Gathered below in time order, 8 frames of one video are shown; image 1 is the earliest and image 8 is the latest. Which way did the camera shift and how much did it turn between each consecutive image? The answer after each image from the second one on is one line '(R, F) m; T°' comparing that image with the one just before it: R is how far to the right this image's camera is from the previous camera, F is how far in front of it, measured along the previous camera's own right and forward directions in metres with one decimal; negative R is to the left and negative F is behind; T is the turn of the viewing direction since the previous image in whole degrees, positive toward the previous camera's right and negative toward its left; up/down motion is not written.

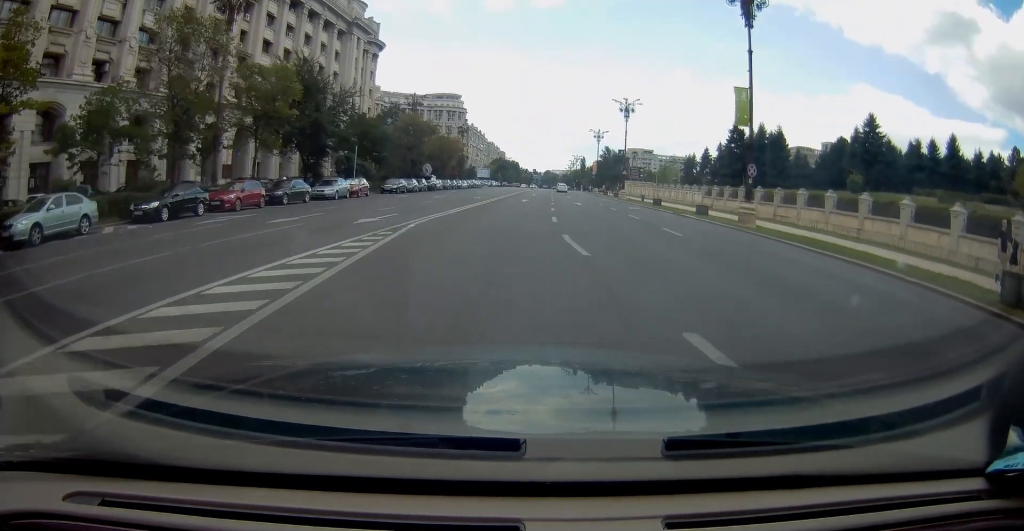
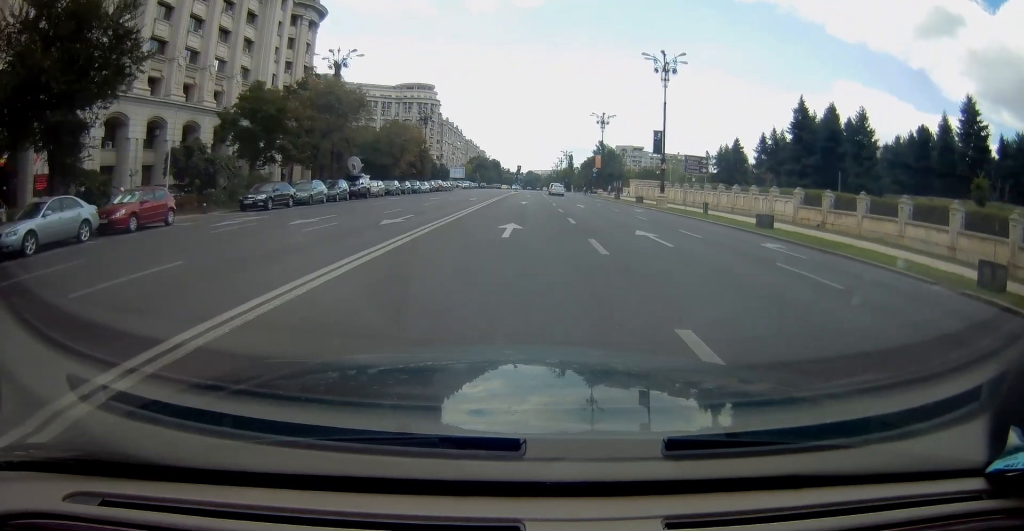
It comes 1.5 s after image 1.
(+0.1, +26.5) m; +1°
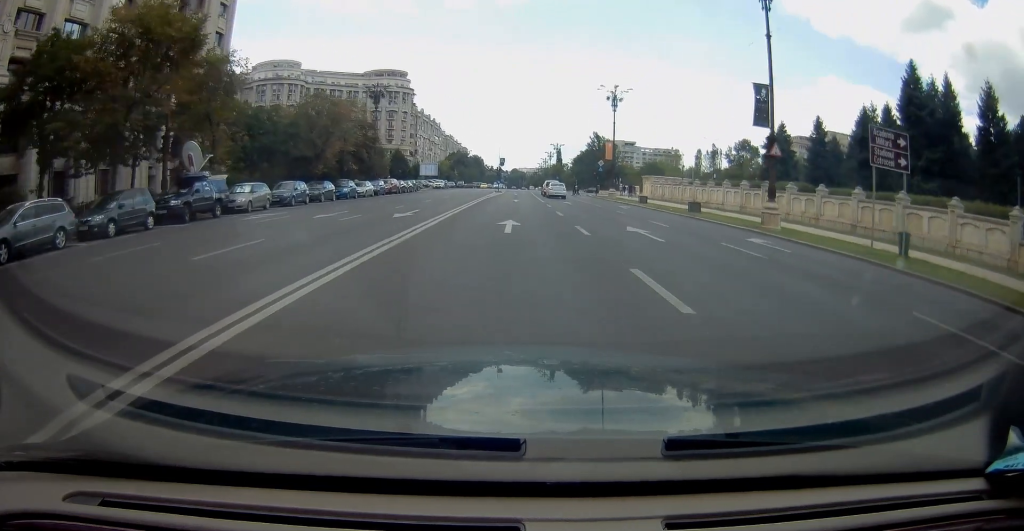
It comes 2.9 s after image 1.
(+0.3, +22.7) m; +2°
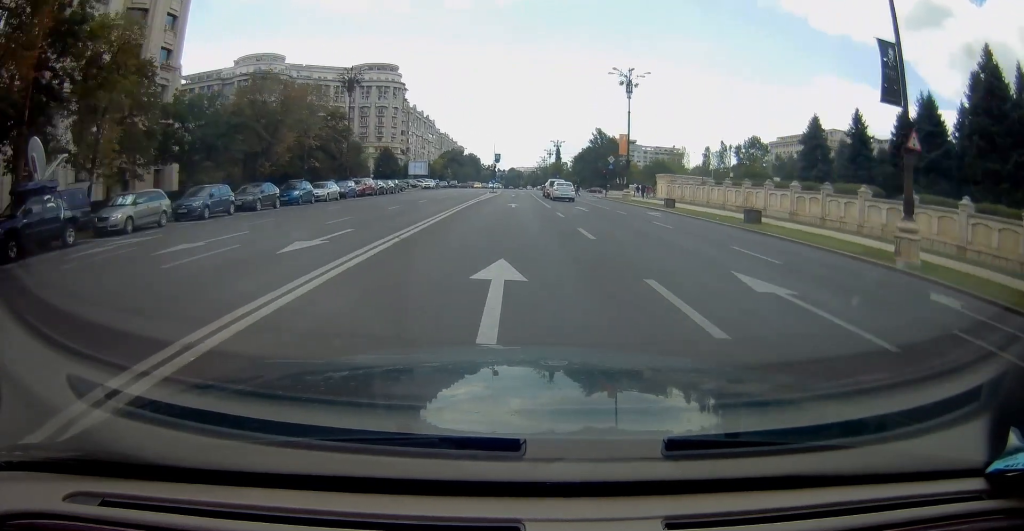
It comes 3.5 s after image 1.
(+0.1, +10.0) m; +1°
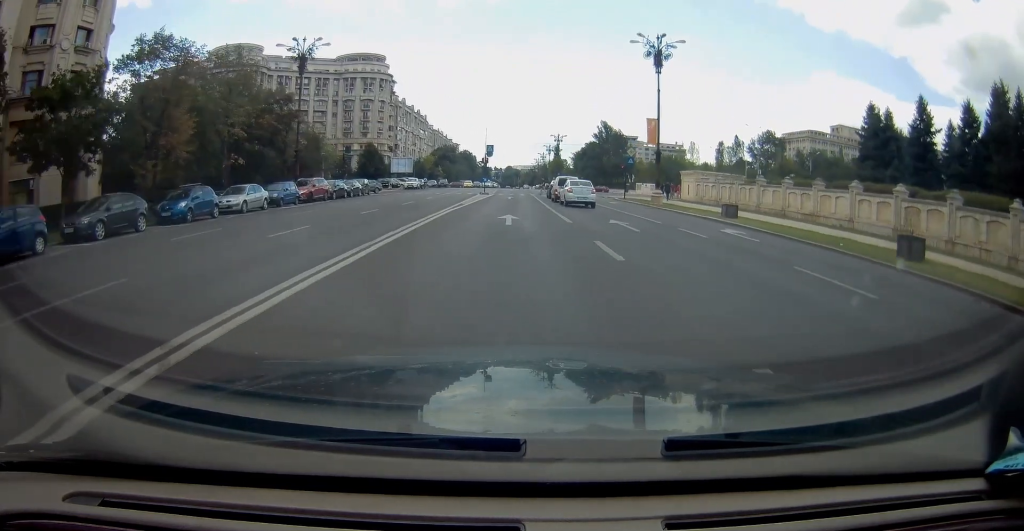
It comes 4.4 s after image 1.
(+0.2, +13.1) m; 0°
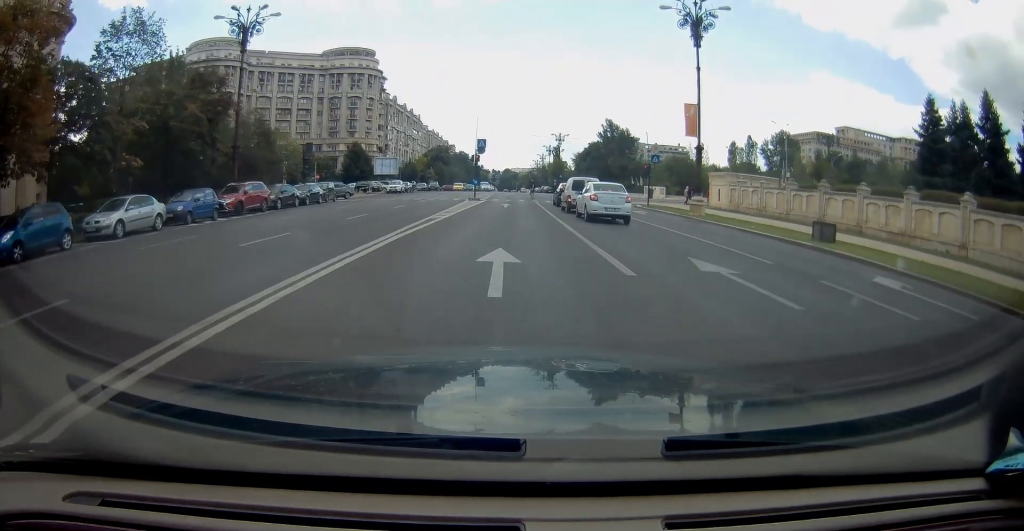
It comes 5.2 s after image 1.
(-0.2, +10.3) m; -1°
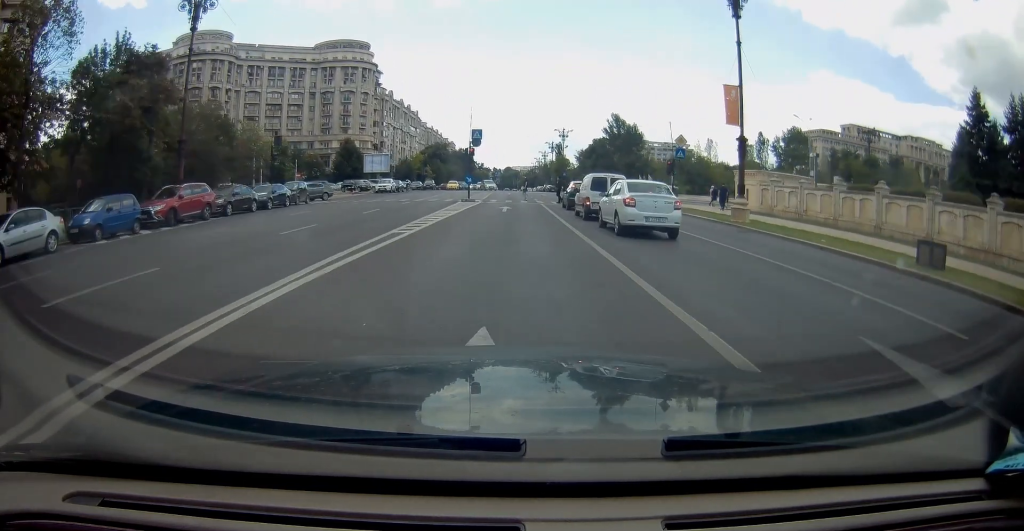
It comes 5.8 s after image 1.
(0.0, +6.0) m; 0°
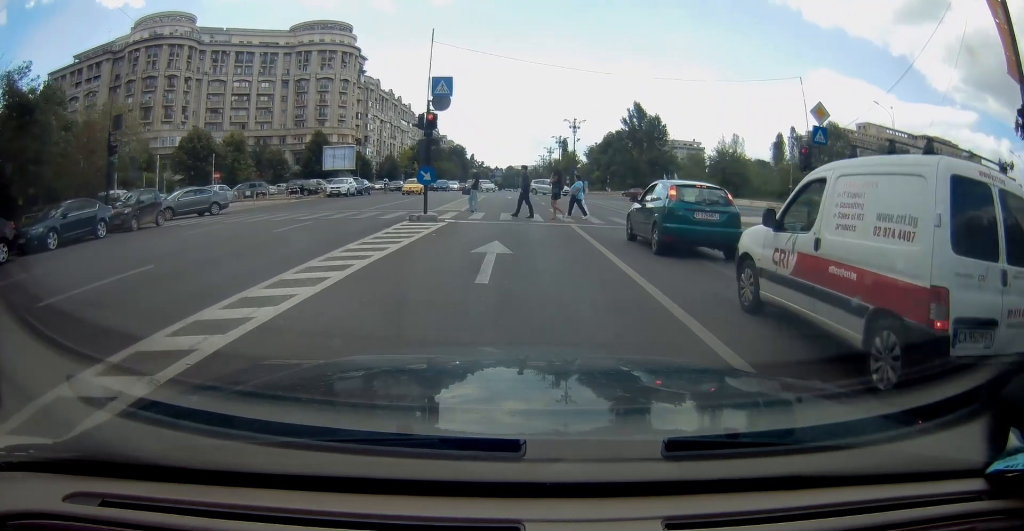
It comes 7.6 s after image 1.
(+0.2, +17.4) m; +2°
